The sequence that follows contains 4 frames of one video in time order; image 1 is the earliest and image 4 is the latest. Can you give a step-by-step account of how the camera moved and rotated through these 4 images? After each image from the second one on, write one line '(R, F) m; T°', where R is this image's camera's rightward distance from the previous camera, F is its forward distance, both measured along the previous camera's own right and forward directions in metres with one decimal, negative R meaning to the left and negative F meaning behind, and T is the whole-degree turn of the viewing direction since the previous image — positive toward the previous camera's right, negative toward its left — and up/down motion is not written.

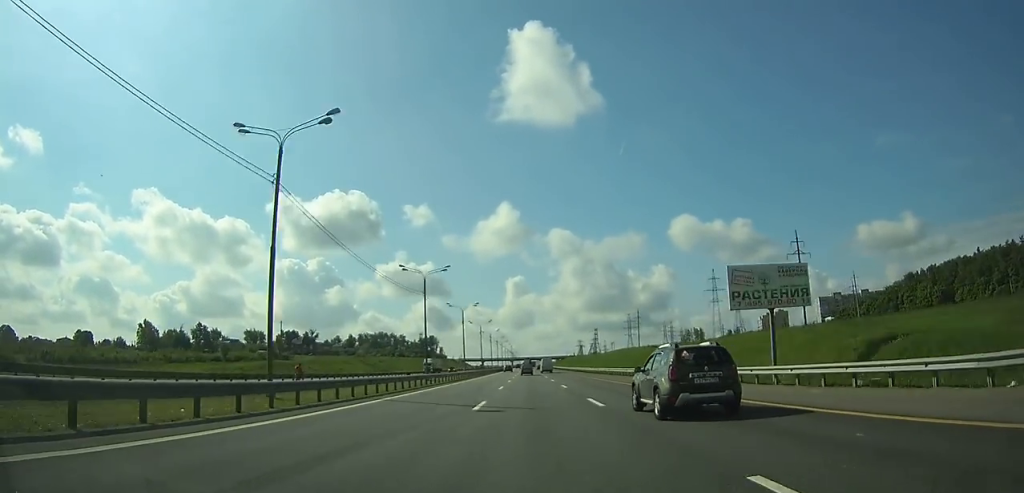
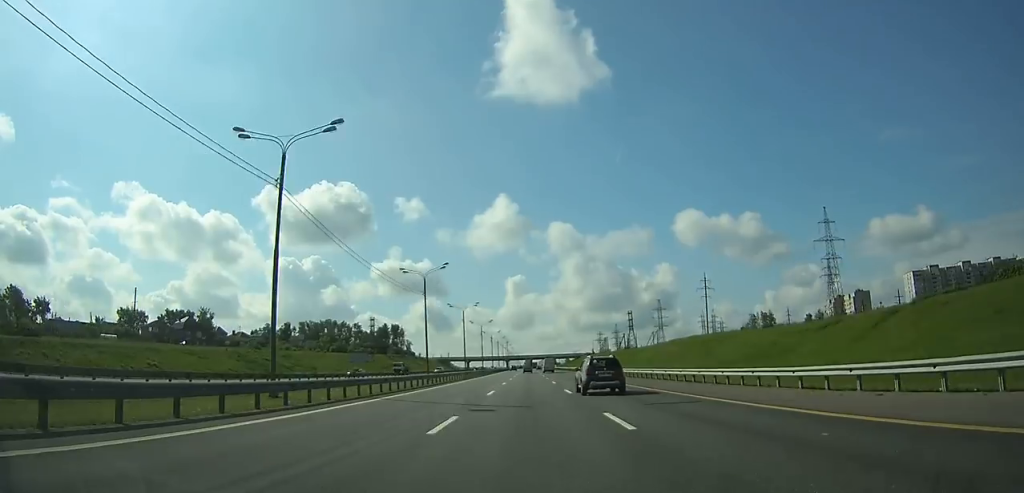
(-0.1, +135.8) m; 0°
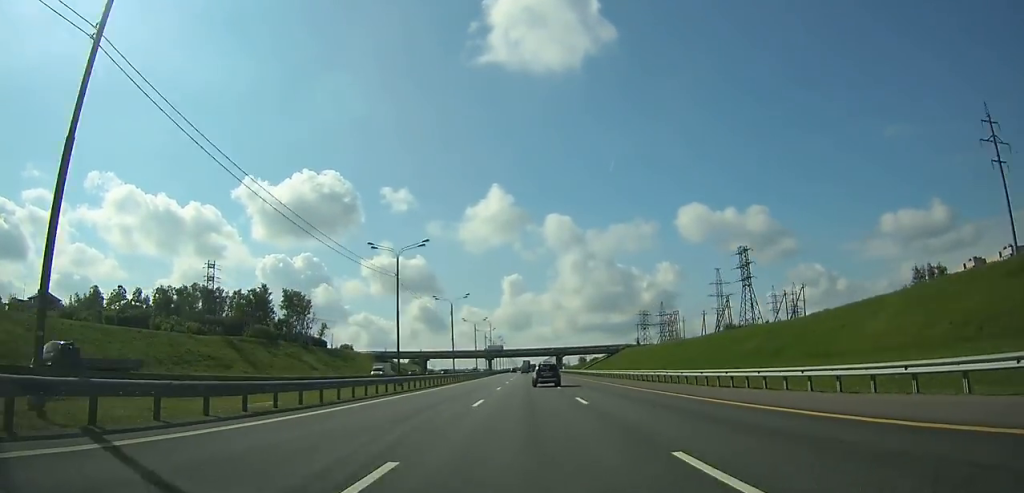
(0.0, +150.0) m; 0°
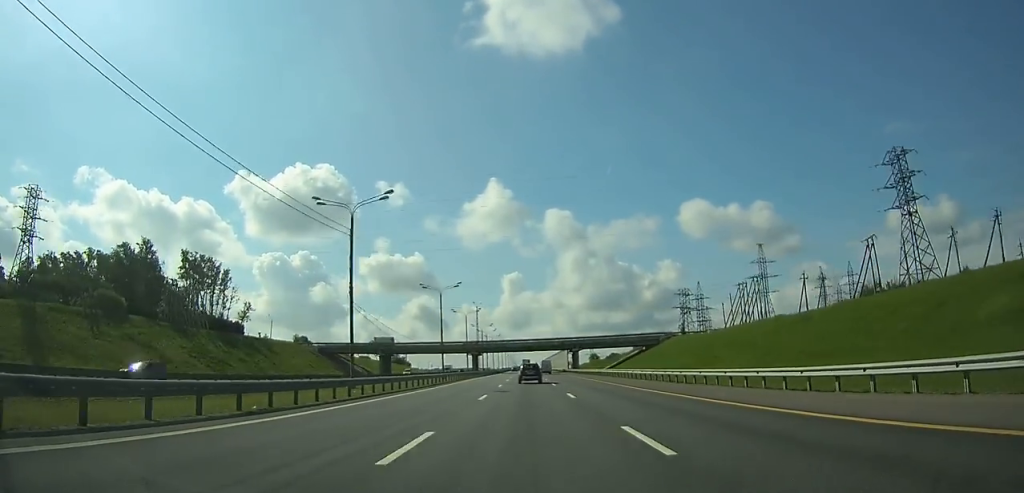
(0.0, +59.9) m; 0°
